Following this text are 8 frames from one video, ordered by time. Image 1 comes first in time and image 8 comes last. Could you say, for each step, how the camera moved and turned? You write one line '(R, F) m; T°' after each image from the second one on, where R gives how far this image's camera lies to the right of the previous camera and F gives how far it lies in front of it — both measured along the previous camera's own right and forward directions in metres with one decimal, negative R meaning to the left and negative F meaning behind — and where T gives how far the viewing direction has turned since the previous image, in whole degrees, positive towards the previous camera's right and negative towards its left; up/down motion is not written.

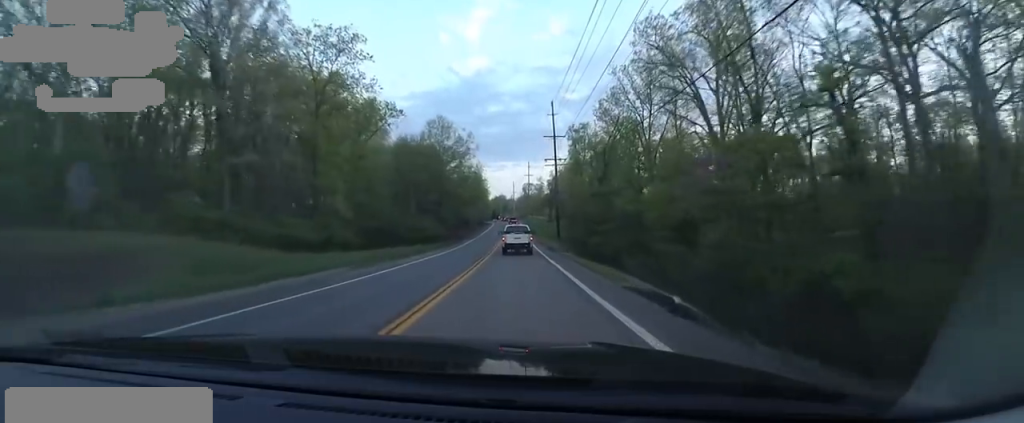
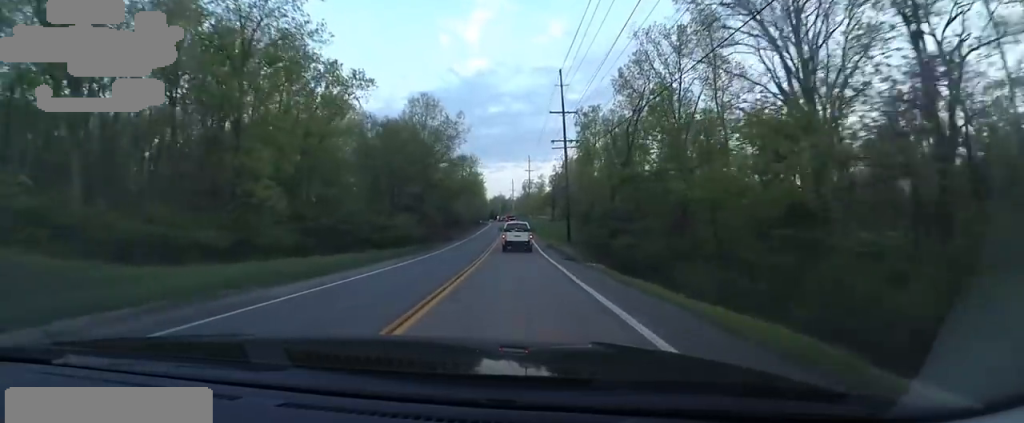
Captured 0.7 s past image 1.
(+0.6, +12.7) m; 0°
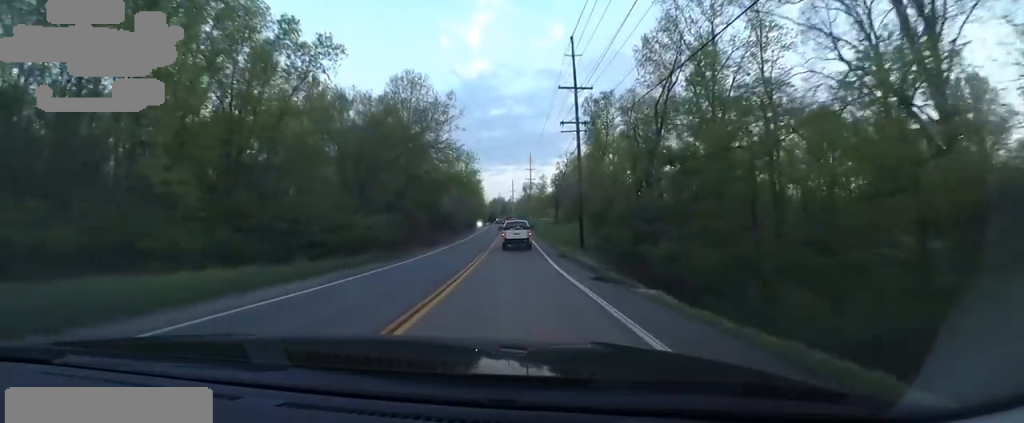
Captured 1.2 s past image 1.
(+0.2, +9.5) m; 0°
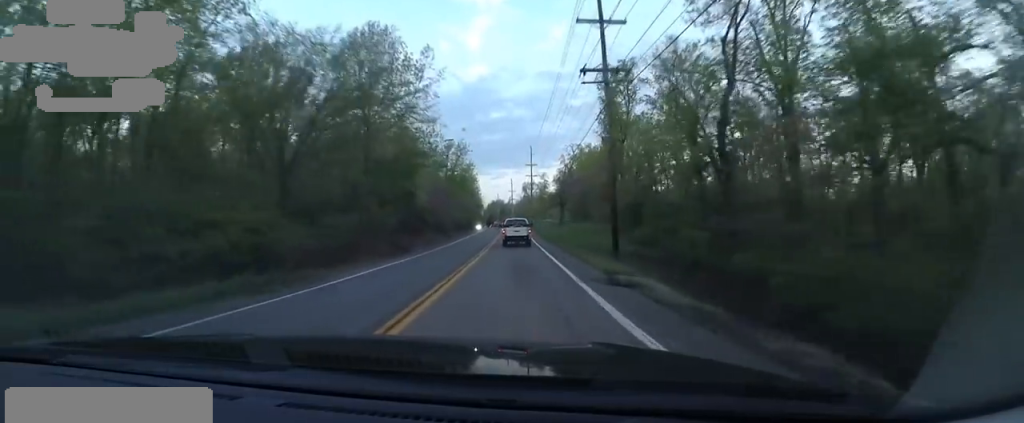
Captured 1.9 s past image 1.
(-0.5, +13.3) m; -2°
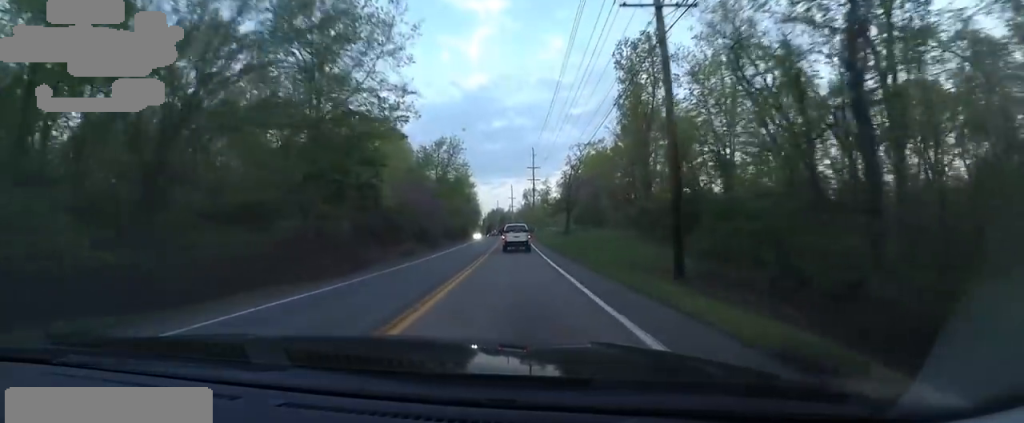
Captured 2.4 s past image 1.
(-0.1, +10.1) m; 0°
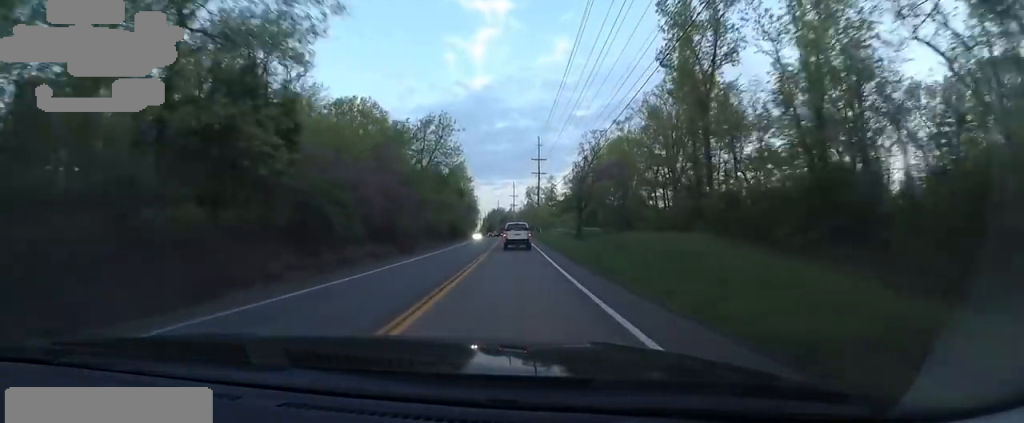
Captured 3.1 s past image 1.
(0.0, +13.2) m; 0°
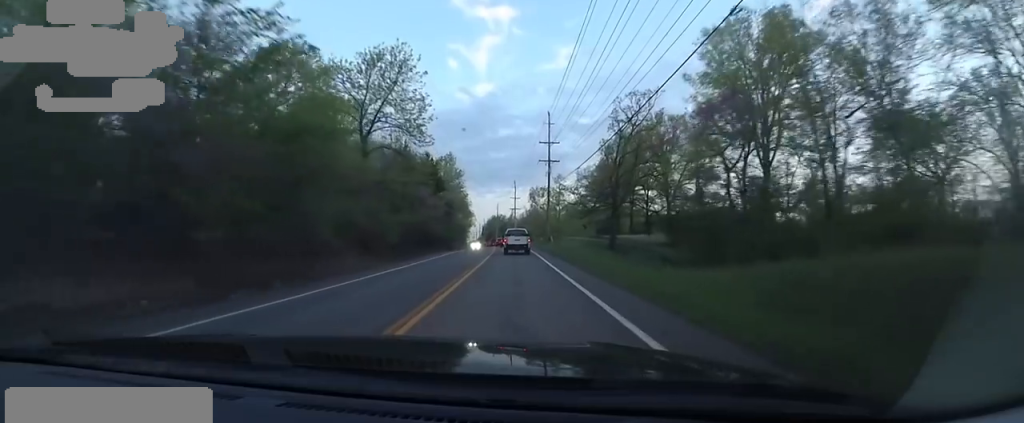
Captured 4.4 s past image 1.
(+0.5, +24.1) m; +2°
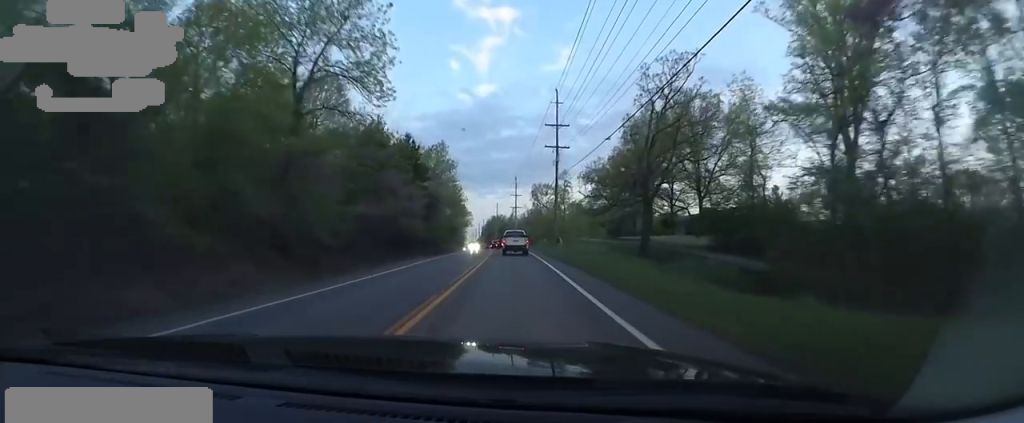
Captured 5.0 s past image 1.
(+0.5, +11.6) m; 0°
